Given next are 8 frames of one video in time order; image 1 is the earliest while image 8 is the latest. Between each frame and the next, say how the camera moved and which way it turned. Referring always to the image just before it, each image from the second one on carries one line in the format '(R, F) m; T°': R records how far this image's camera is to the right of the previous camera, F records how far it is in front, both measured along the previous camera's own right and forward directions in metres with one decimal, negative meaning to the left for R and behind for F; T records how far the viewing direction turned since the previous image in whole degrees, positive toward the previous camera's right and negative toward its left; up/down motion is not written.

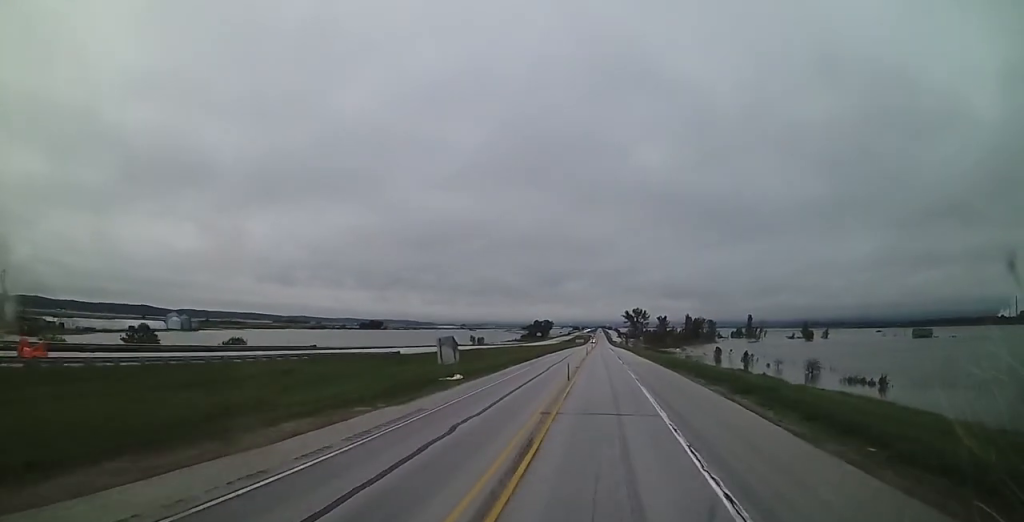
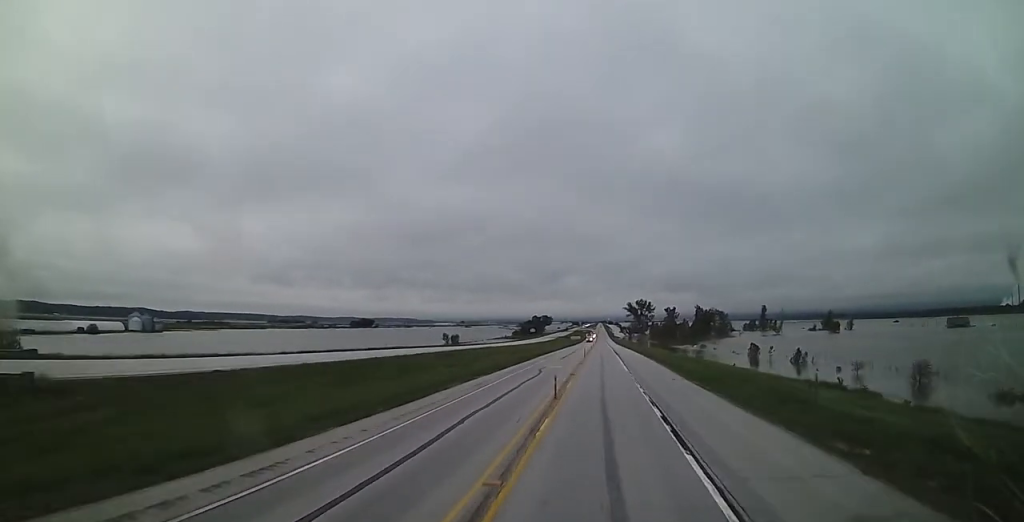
(0.0, +44.9) m; 0°
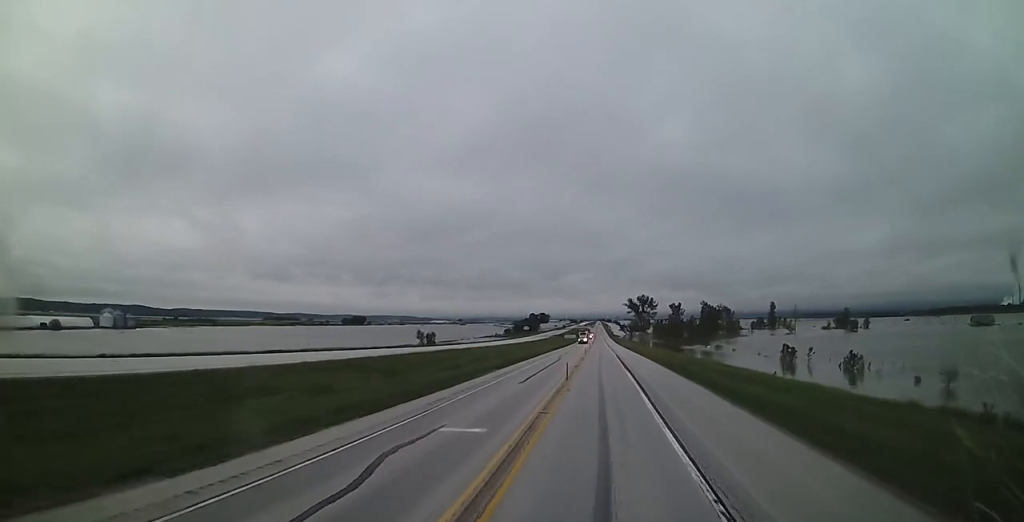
(-0.1, +28.4) m; 0°
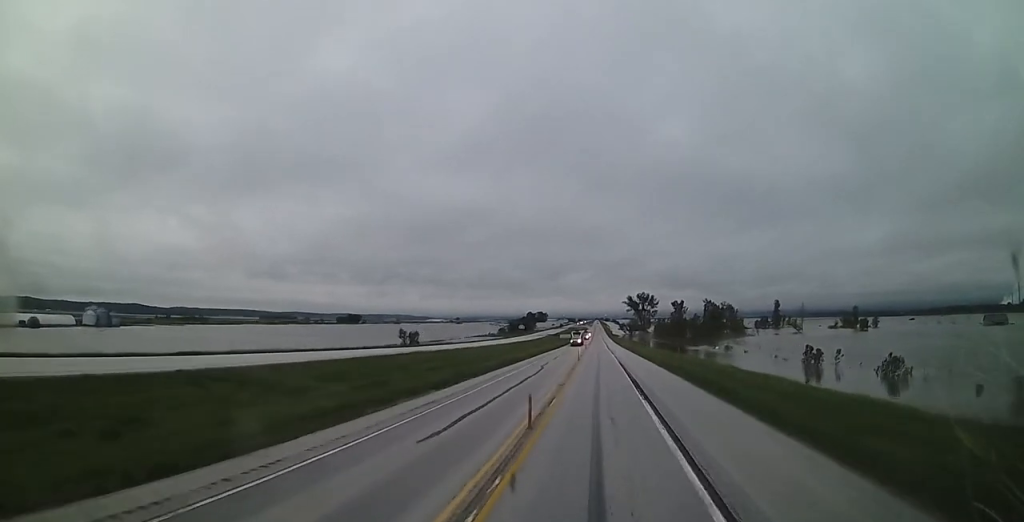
(0.0, +14.9) m; 0°
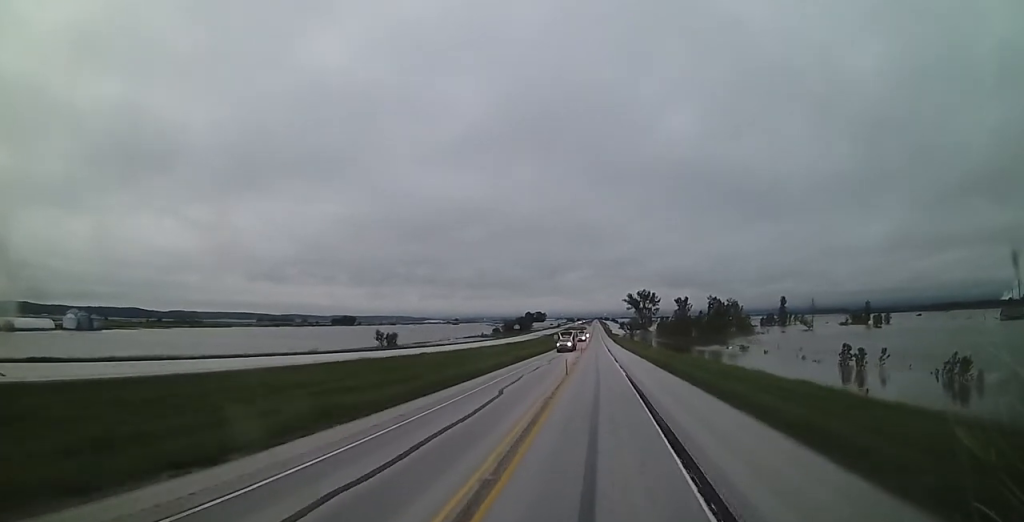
(0.0, +17.2) m; 0°
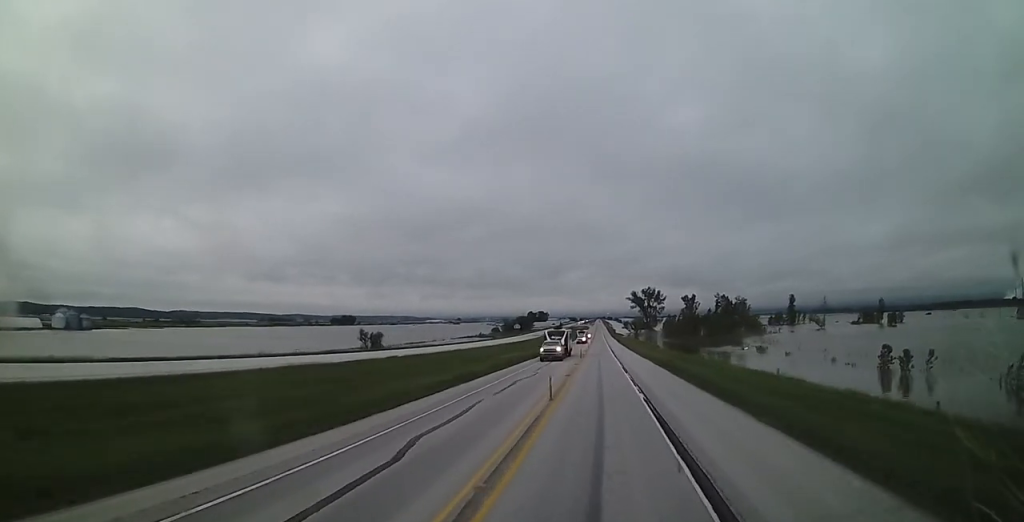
(-0.1, +12.5) m; 0°
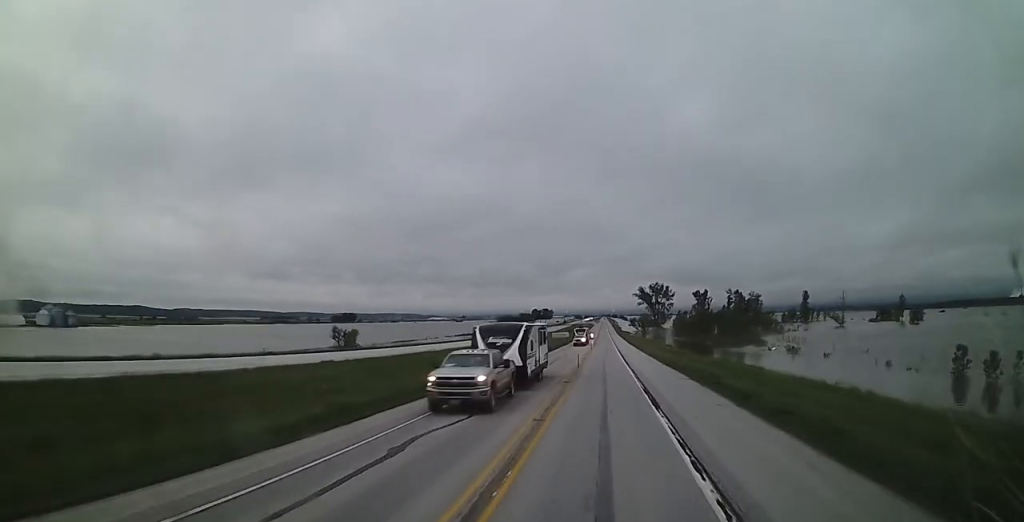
(0.0, +17.4) m; 0°
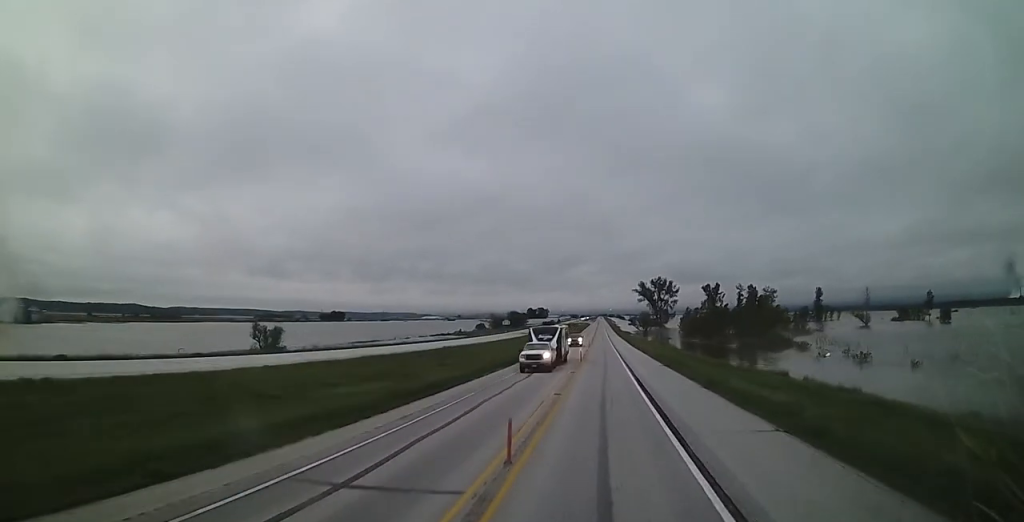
(0.0, +29.8) m; 0°
